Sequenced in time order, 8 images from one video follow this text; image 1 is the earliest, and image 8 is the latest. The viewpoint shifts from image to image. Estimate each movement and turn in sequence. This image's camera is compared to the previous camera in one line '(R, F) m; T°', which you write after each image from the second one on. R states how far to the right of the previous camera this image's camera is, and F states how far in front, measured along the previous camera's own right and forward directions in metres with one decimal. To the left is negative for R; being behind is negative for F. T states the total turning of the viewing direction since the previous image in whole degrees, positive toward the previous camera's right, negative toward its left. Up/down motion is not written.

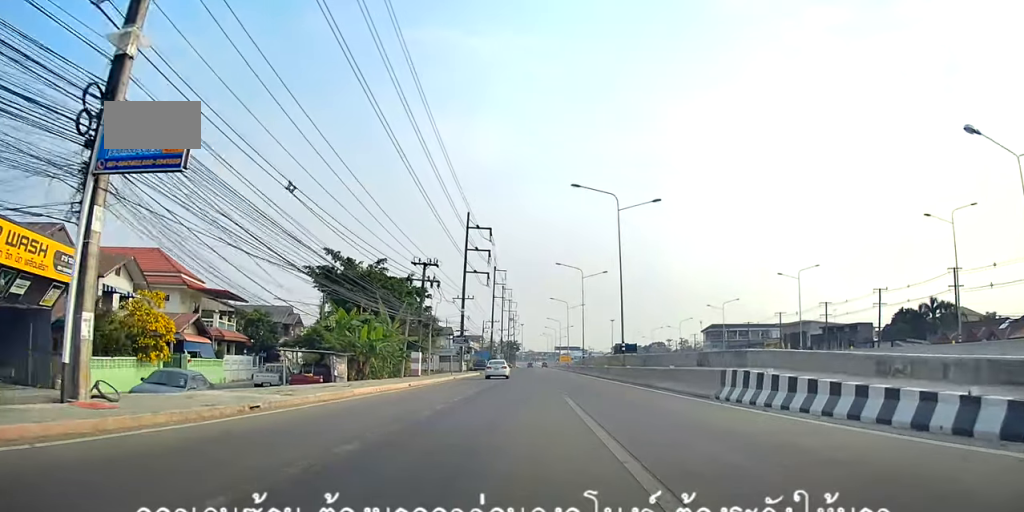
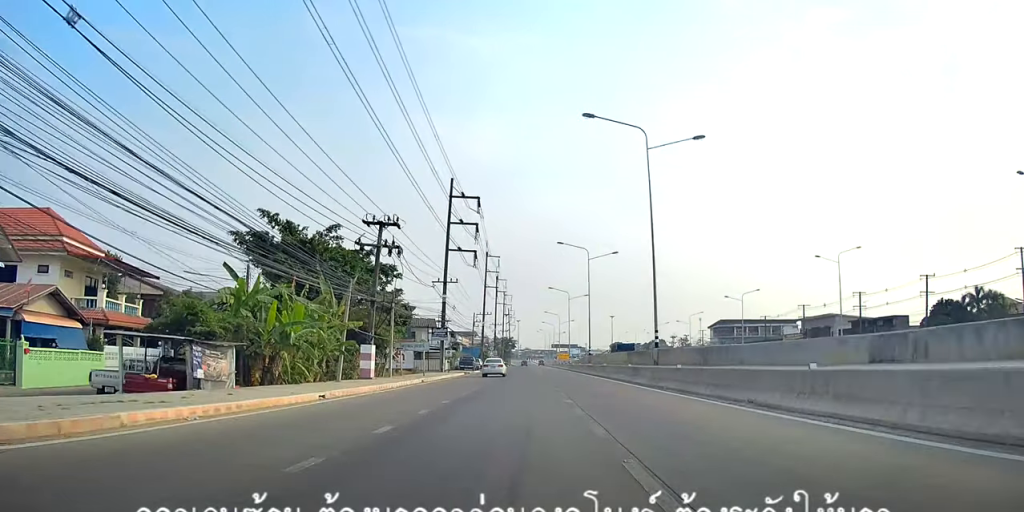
(+0.4, +12.8) m; 0°
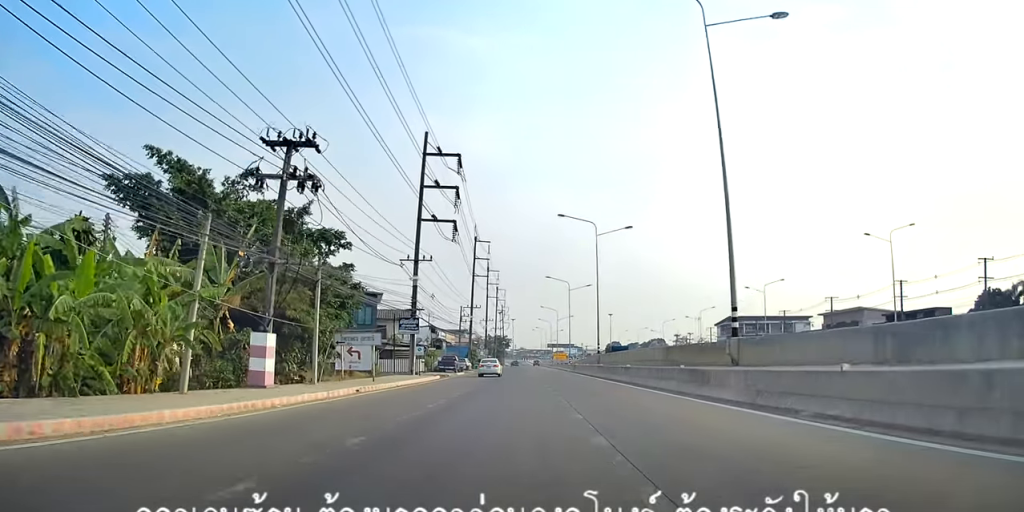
(-0.1, +13.5) m; 0°
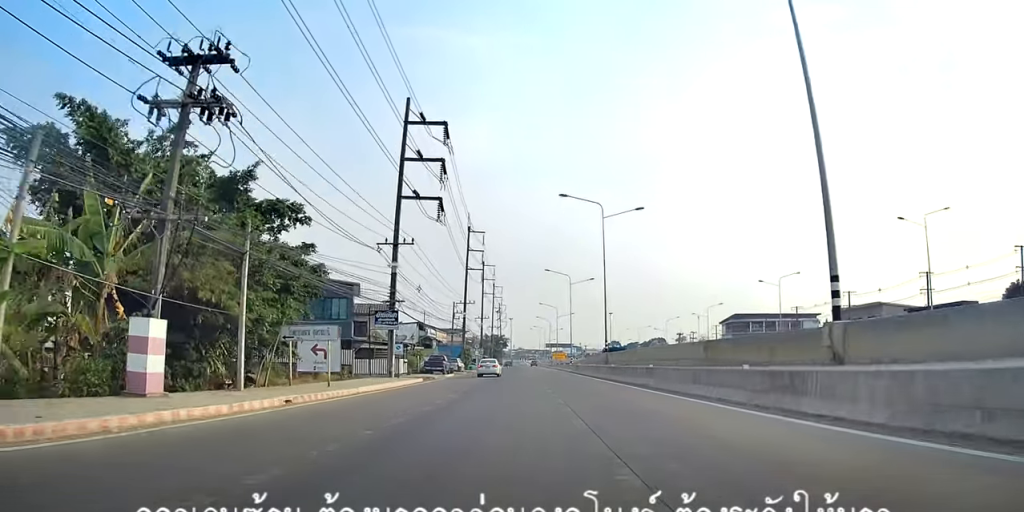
(-0.3, +7.1) m; 0°
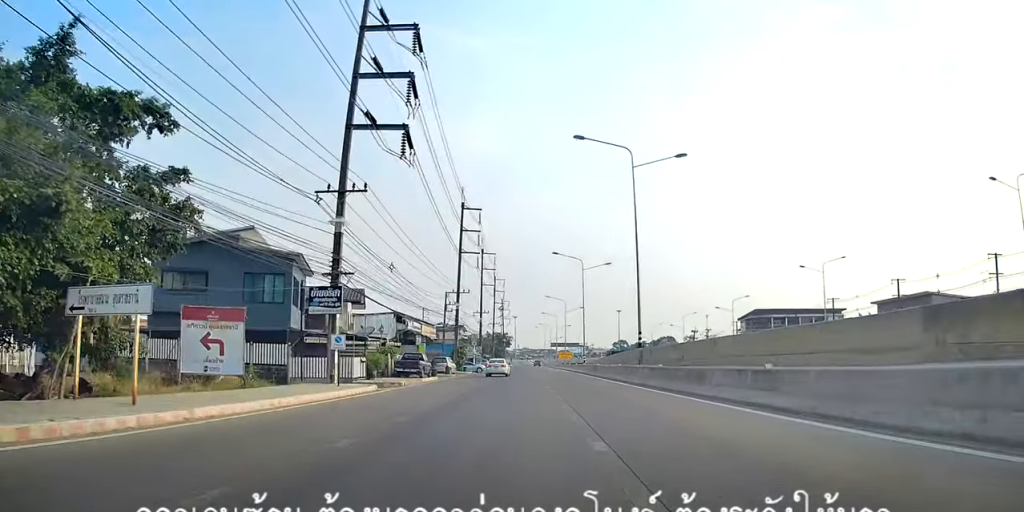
(+0.5, +13.2) m; 0°
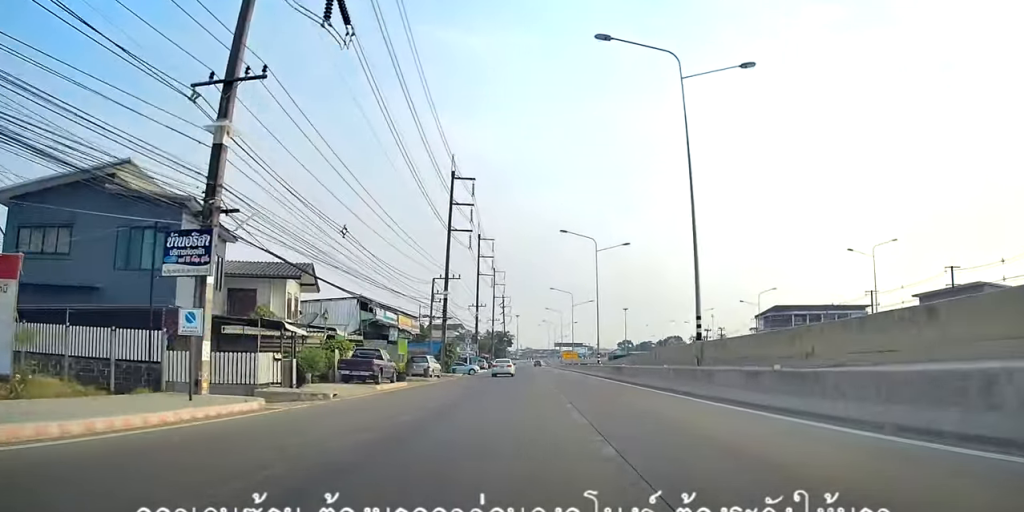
(-0.2, +11.8) m; -1°
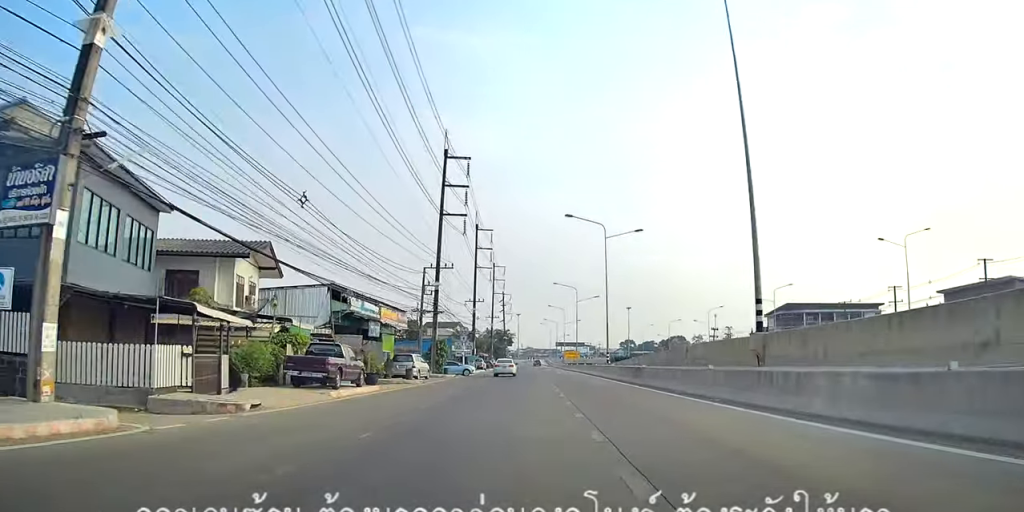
(-0.2, +6.6) m; -1°
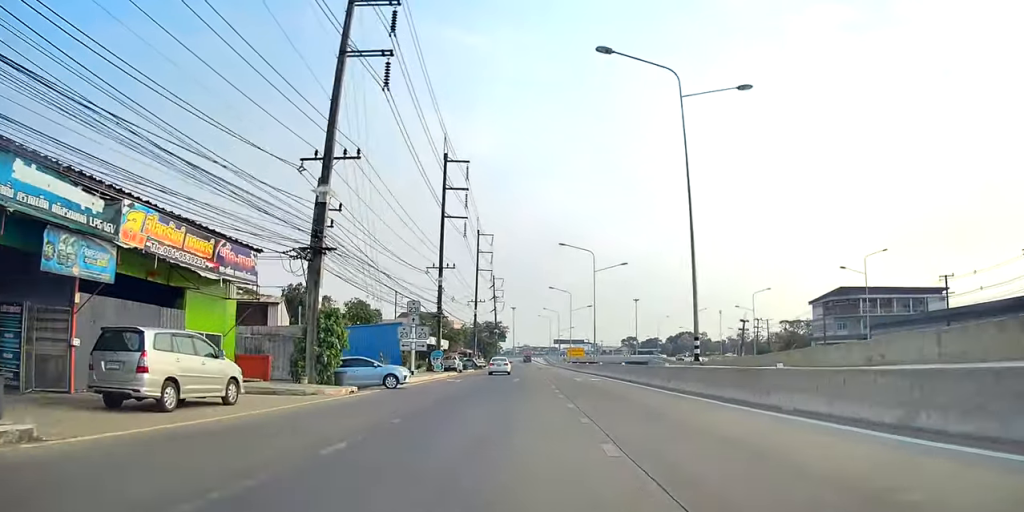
(+1.2, +28.6) m; +3°
